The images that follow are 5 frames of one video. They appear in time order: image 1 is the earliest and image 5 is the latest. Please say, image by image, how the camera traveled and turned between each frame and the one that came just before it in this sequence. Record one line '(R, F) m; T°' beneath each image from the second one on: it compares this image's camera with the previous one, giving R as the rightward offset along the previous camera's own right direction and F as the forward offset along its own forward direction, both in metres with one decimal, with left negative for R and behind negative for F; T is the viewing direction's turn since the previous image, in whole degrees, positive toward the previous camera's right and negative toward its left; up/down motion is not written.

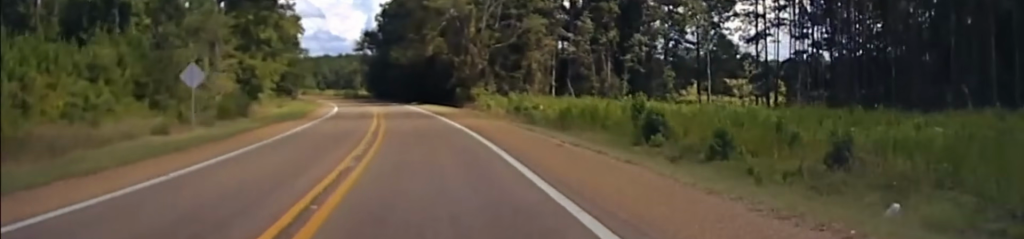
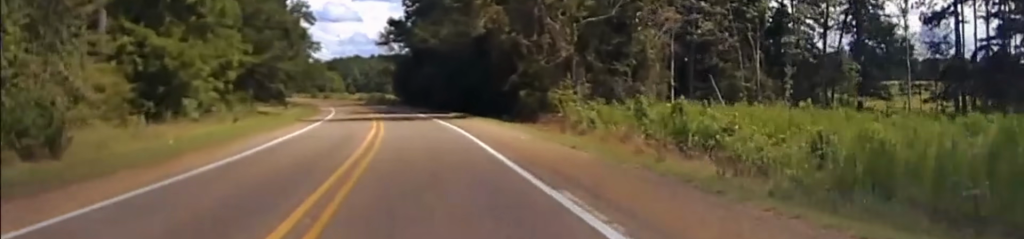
(-0.5, +38.6) m; -3°
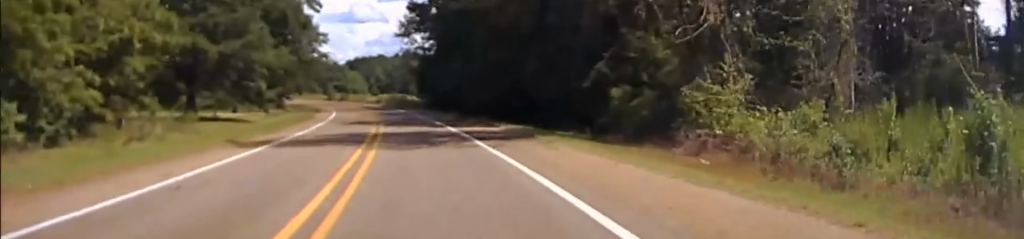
(-0.7, +24.6) m; -2°
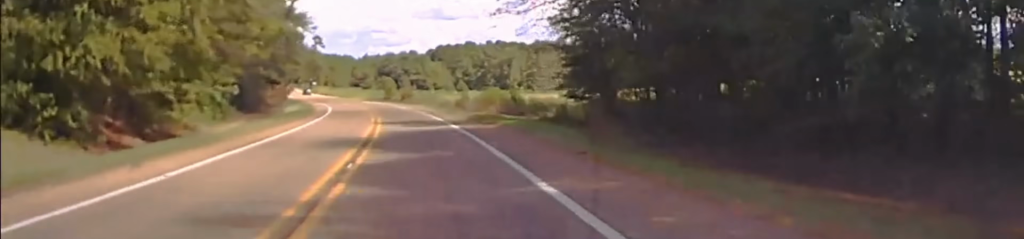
(-4.2, +90.4) m; -6°
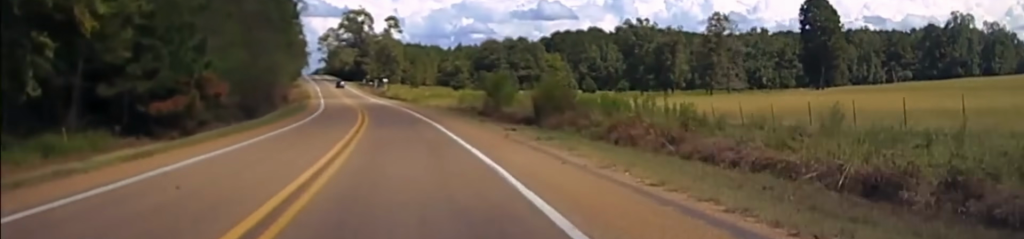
(-4.5, +95.8) m; -6°
